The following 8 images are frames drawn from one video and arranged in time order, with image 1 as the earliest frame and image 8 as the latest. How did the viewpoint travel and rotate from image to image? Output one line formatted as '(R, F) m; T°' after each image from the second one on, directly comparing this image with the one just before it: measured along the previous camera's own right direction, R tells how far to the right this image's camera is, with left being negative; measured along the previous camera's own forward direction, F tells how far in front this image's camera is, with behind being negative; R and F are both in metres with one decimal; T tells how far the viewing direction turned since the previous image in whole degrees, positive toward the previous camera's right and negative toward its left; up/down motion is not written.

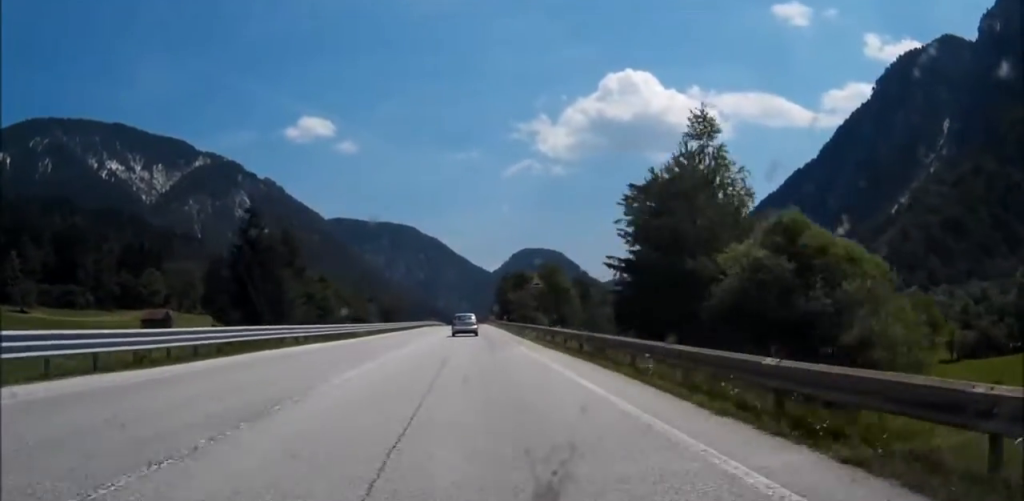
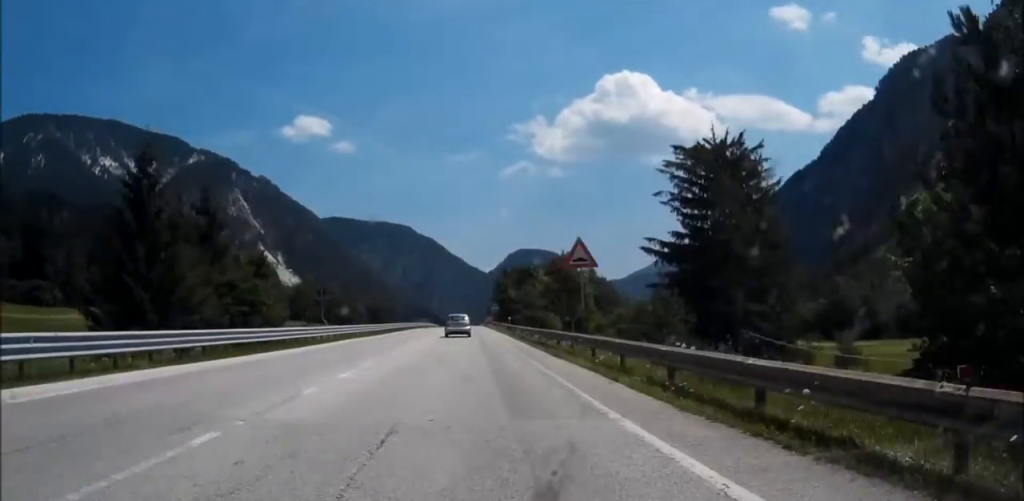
(0.0, +18.5) m; 0°
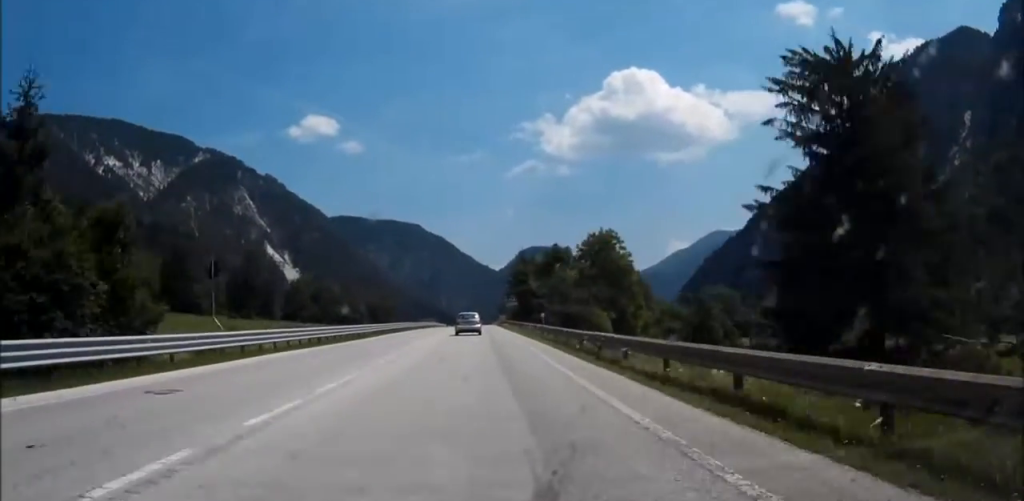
(0.0, +21.2) m; 0°
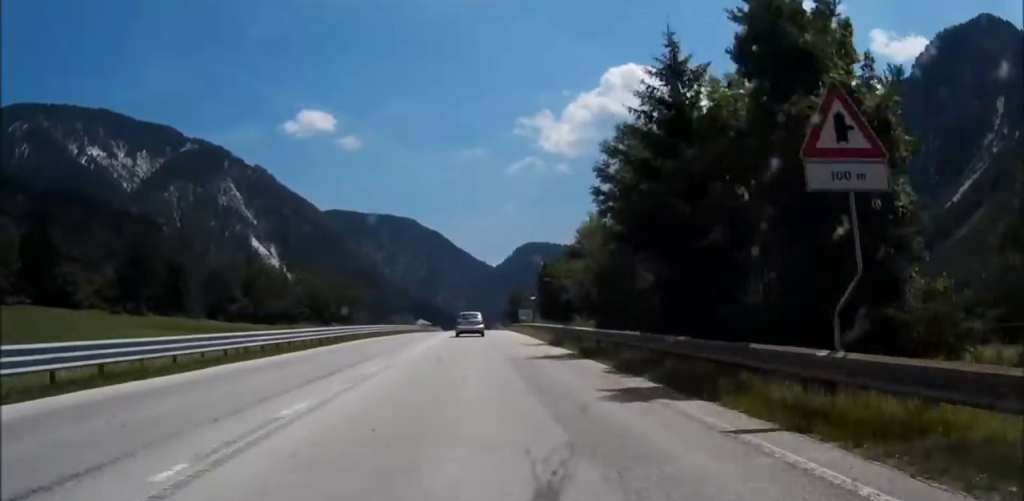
(-0.4, +72.2) m; 0°
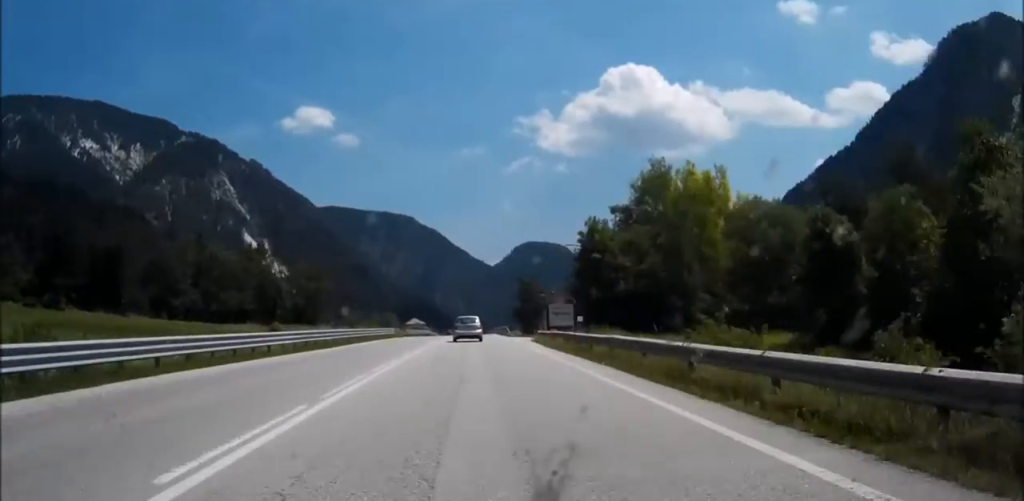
(+0.1, +32.7) m; 0°
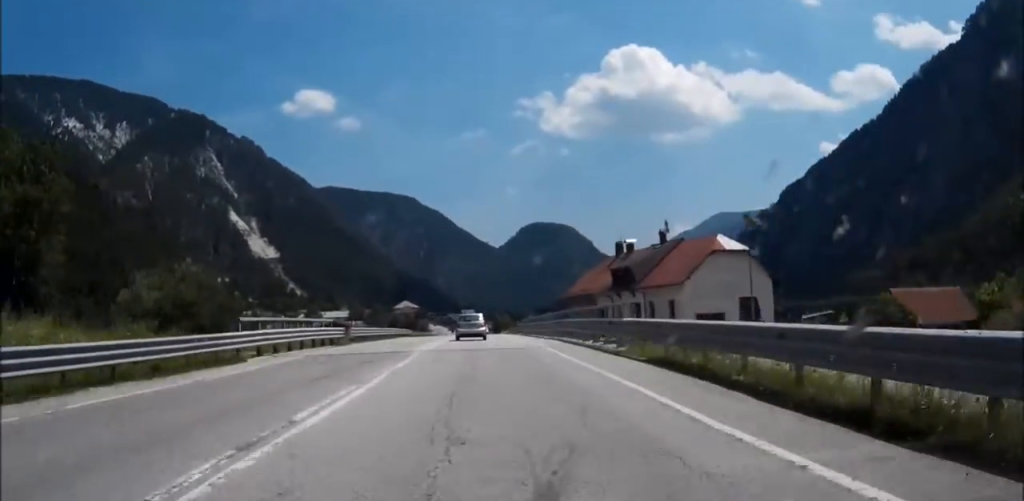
(+0.5, +95.3) m; +1°
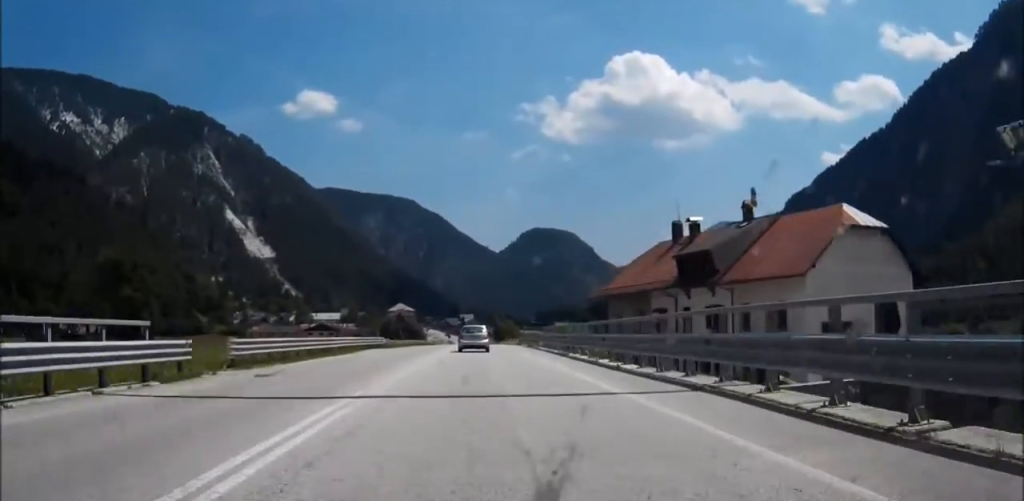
(+0.1, +23.2) m; +1°
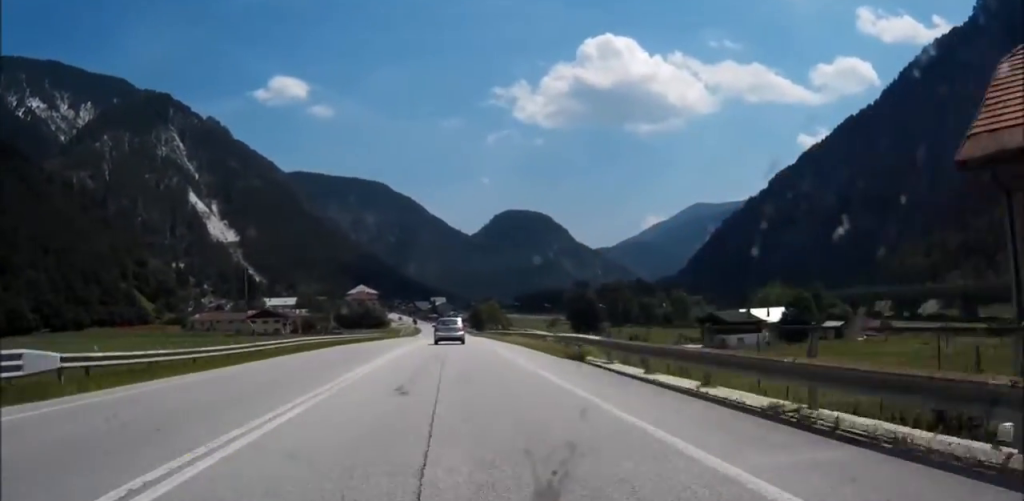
(+0.4, +49.1) m; 0°
